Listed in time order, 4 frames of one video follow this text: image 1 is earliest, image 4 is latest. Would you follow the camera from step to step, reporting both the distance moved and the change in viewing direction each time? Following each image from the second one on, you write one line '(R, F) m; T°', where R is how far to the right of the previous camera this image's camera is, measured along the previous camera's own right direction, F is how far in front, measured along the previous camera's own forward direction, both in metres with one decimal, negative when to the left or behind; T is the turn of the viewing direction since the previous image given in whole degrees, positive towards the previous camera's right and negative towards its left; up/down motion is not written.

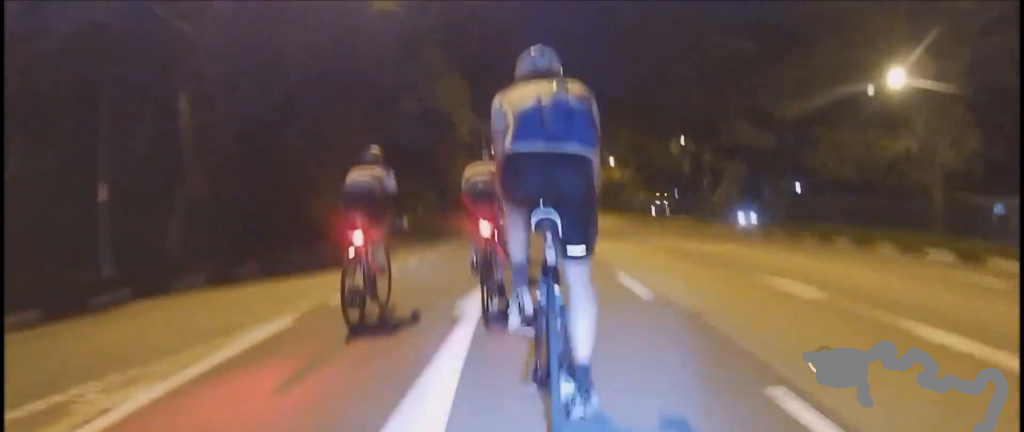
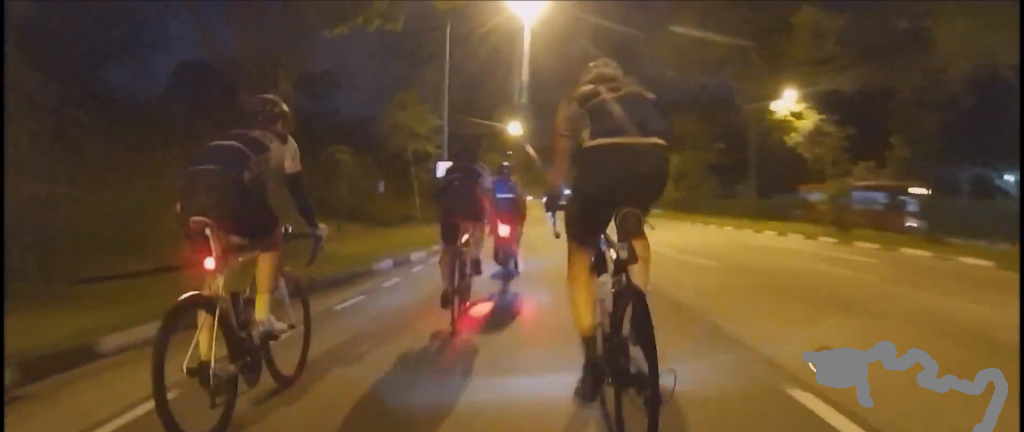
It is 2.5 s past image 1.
(-1.5, +28.9) m; -3°
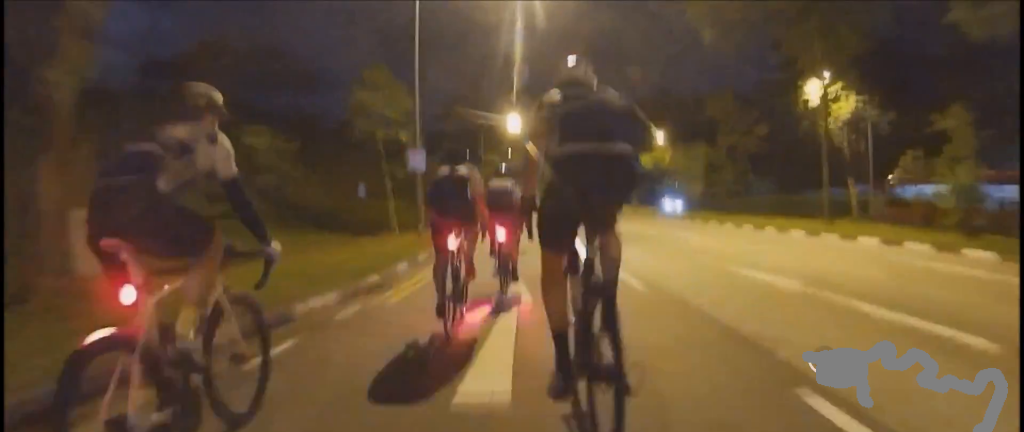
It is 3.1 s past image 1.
(0.0, +6.0) m; 0°
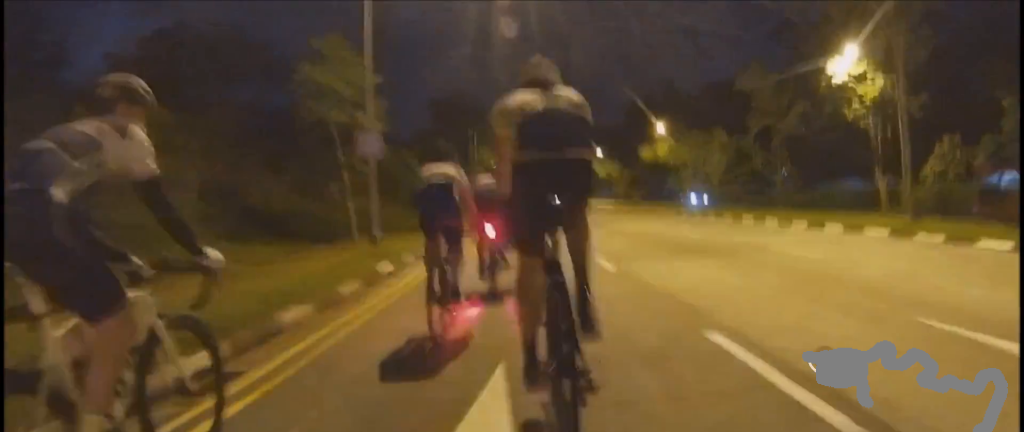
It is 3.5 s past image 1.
(0.0, +4.5) m; 0°
